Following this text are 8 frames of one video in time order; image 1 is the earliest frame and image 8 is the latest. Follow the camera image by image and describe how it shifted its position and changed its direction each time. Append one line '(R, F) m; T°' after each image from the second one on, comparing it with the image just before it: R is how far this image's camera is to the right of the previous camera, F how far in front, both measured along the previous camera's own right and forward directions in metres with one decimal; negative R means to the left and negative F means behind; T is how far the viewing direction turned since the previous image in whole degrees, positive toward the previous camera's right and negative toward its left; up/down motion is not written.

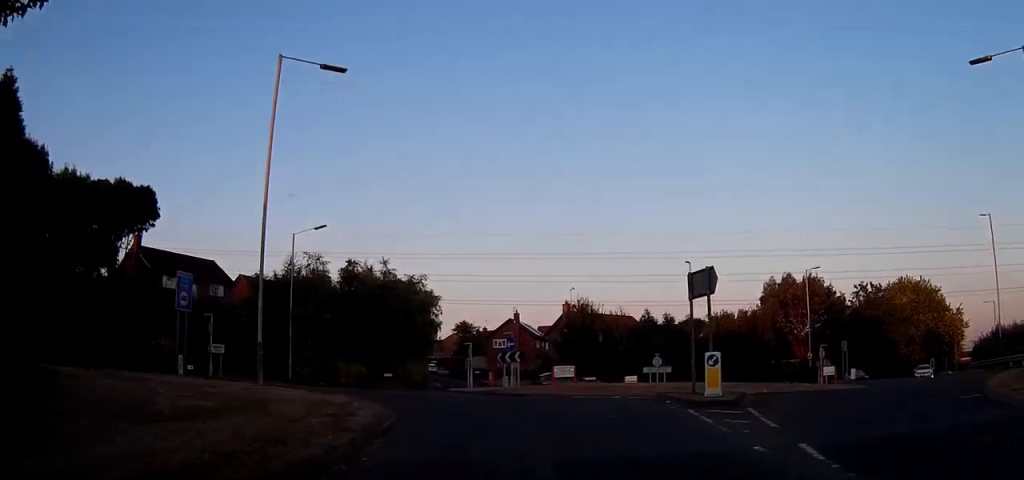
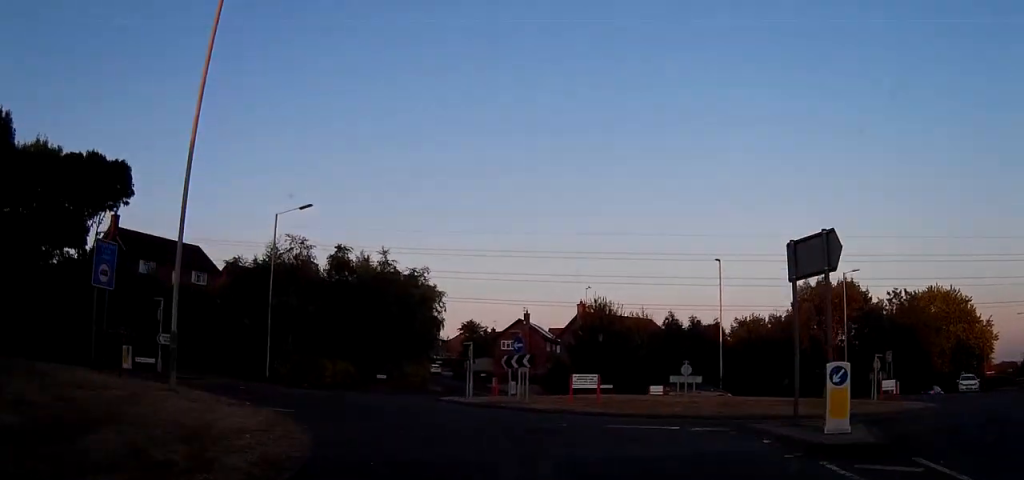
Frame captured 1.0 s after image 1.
(+0.1, +7.0) m; -1°
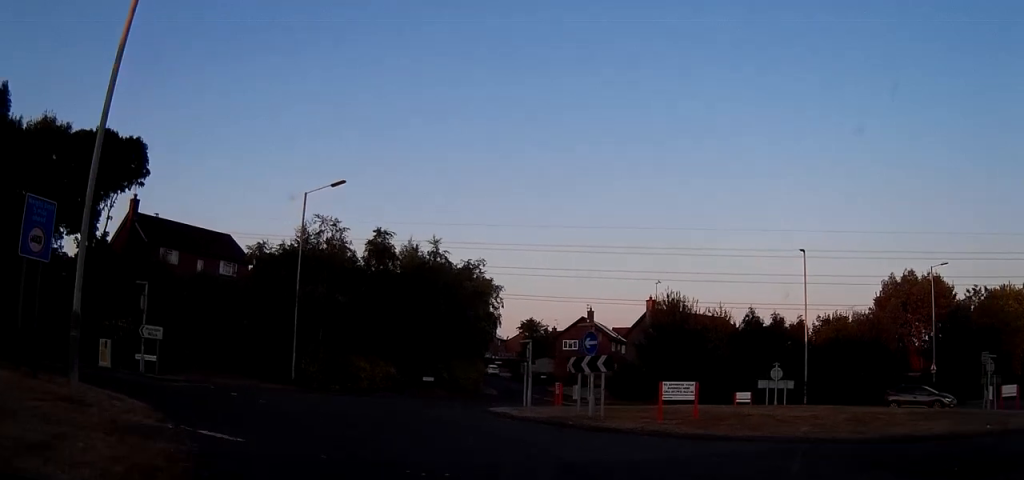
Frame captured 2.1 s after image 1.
(-0.2, +6.7) m; -11°
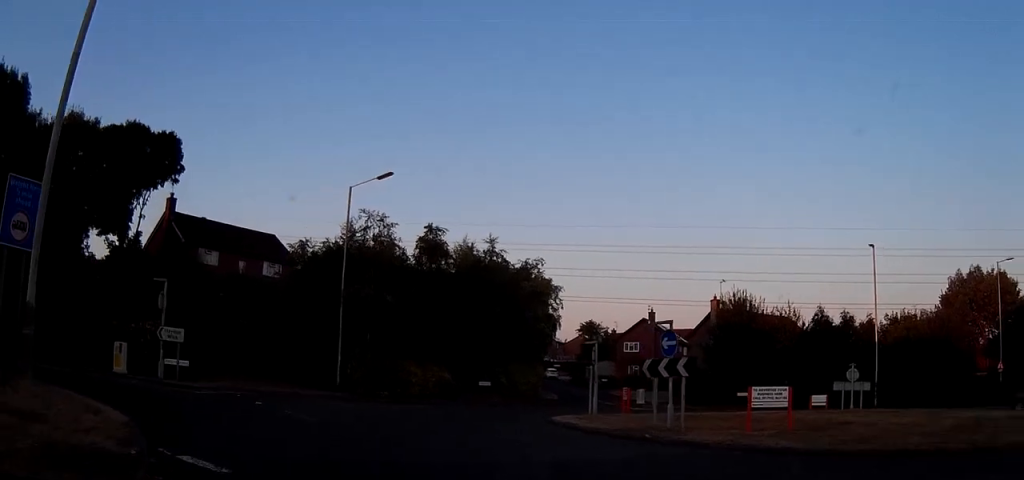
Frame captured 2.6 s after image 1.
(-0.4, +2.7) m; -7°
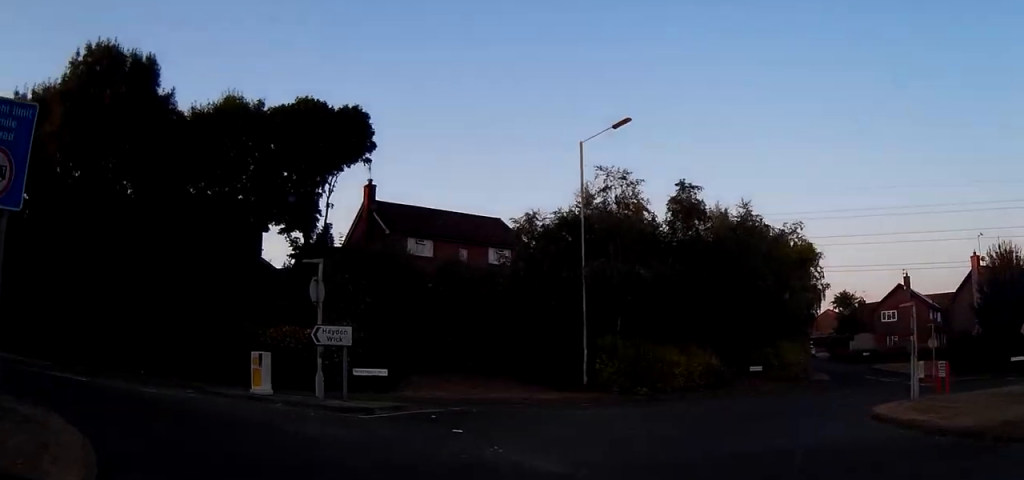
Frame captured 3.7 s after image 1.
(-1.0, +6.7) m; -19°
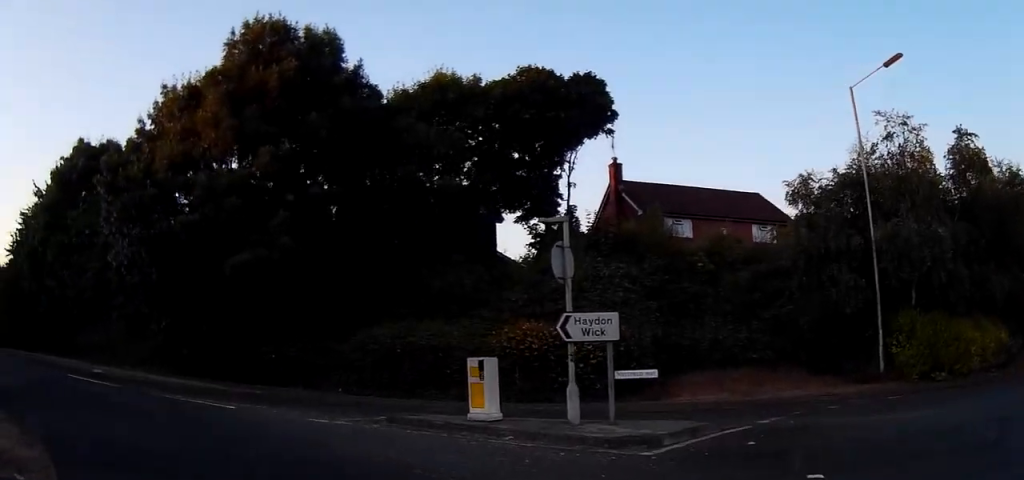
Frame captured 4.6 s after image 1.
(-0.7, +5.1) m; -17°
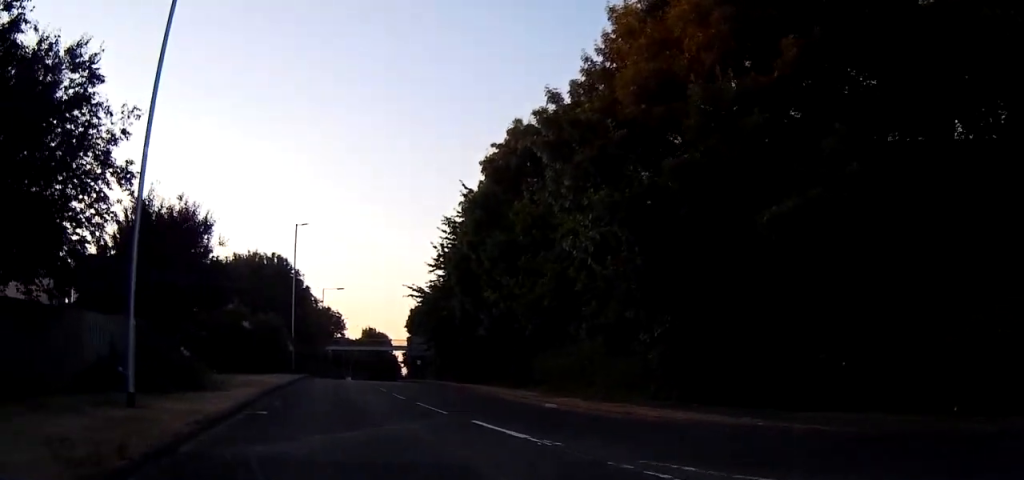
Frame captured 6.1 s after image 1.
(-2.5, +8.9) m; -32°
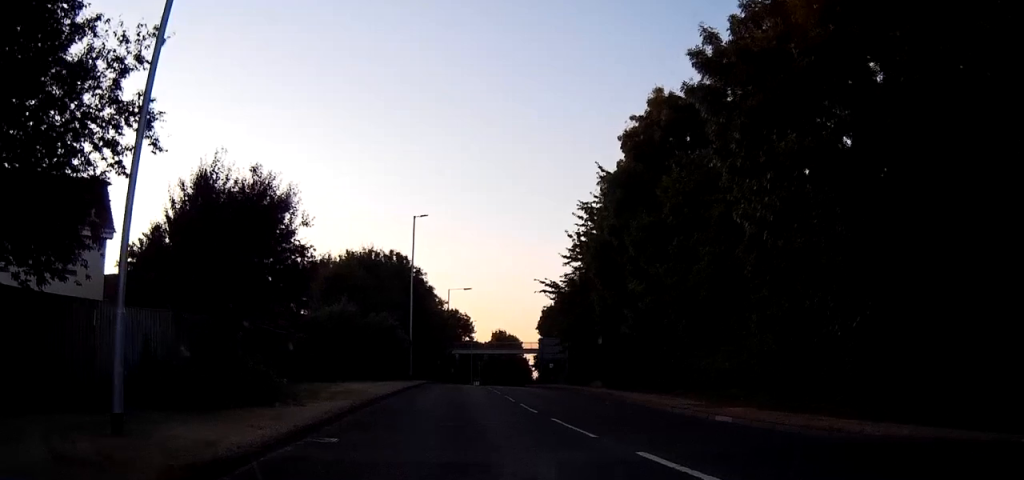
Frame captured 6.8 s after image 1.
(-0.6, +4.4) m; -8°
